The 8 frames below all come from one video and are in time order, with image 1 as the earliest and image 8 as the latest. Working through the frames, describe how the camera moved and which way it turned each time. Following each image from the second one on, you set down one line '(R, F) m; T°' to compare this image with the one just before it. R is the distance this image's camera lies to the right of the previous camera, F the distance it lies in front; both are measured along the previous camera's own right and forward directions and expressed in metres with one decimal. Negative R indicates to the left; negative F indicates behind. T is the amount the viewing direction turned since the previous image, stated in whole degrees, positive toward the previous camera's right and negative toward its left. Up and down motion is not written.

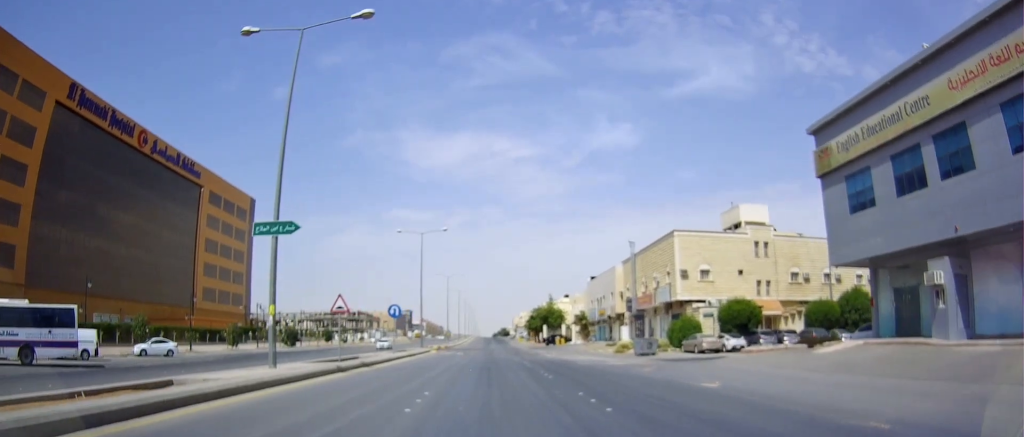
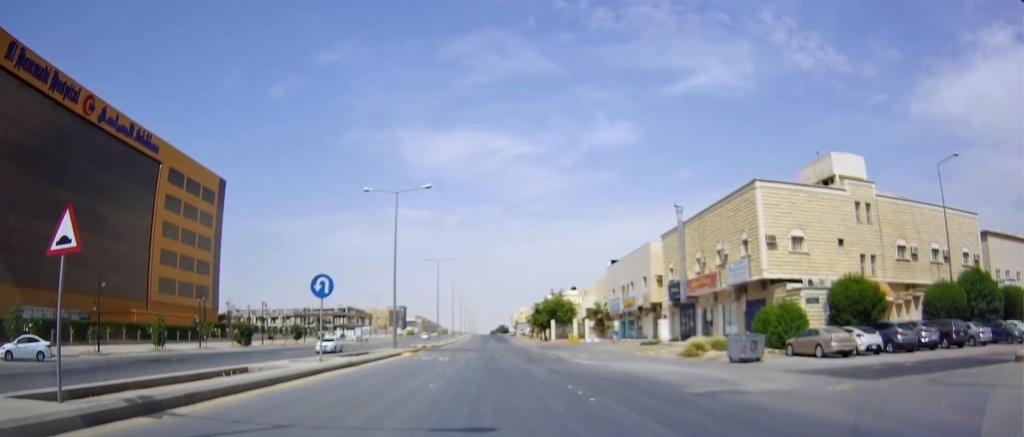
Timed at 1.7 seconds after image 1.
(+0.3, +16.9) m; +2°
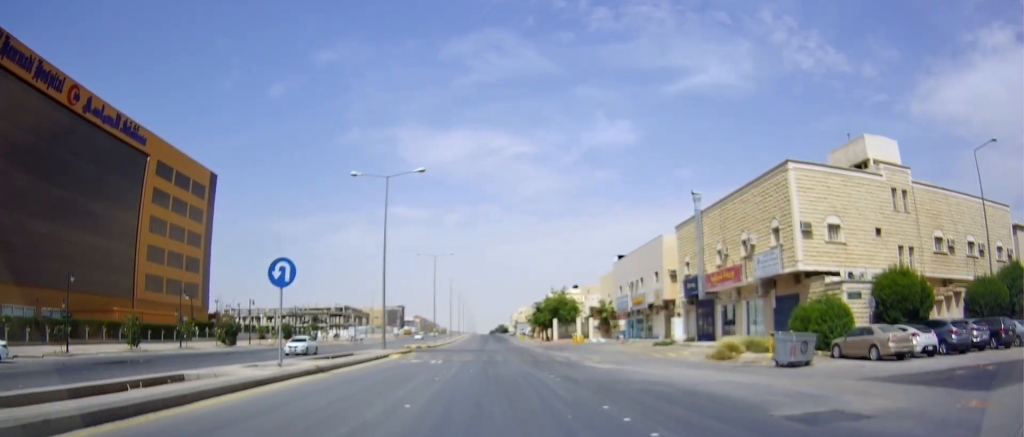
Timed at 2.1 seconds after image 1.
(0.0, +4.5) m; 0°
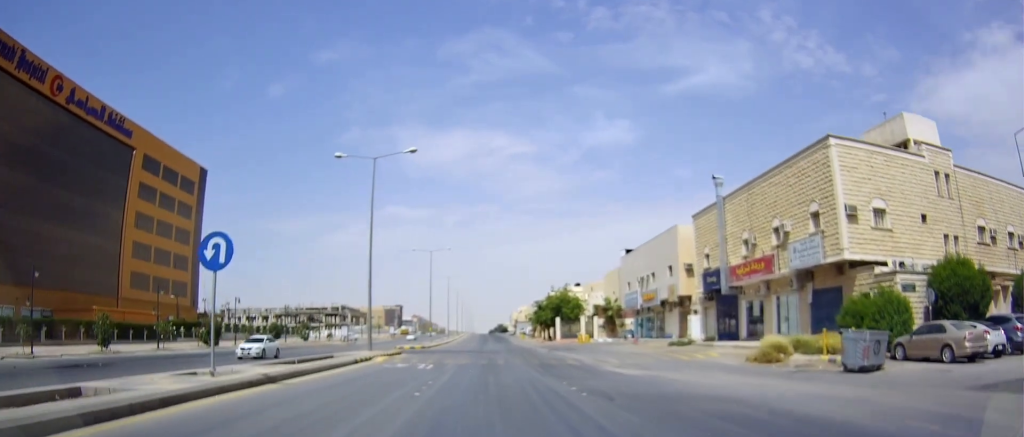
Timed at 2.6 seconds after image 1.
(-0.1, +4.8) m; 0°
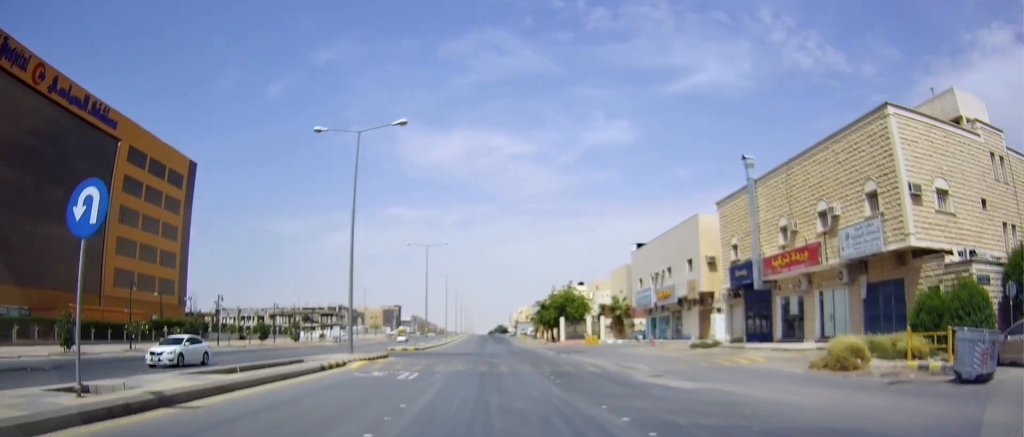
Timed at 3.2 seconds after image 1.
(0.0, +5.5) m; +1°
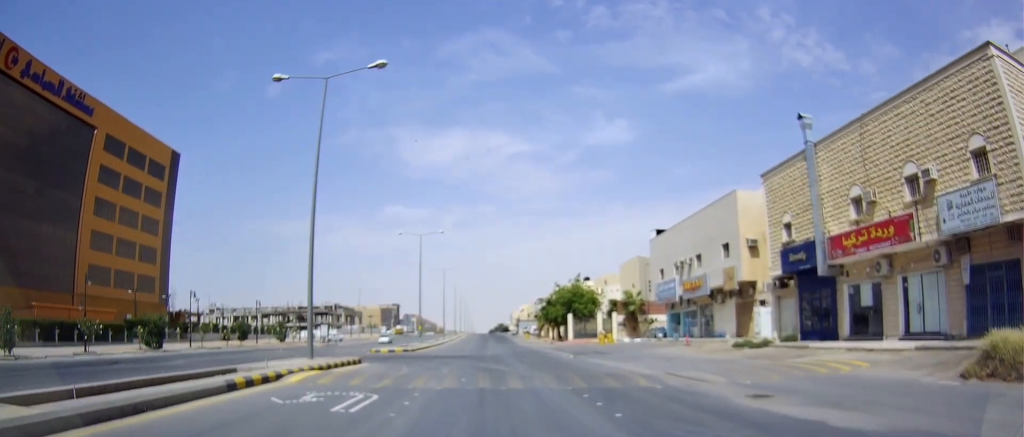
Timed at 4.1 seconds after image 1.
(+0.2, +8.4) m; +1°
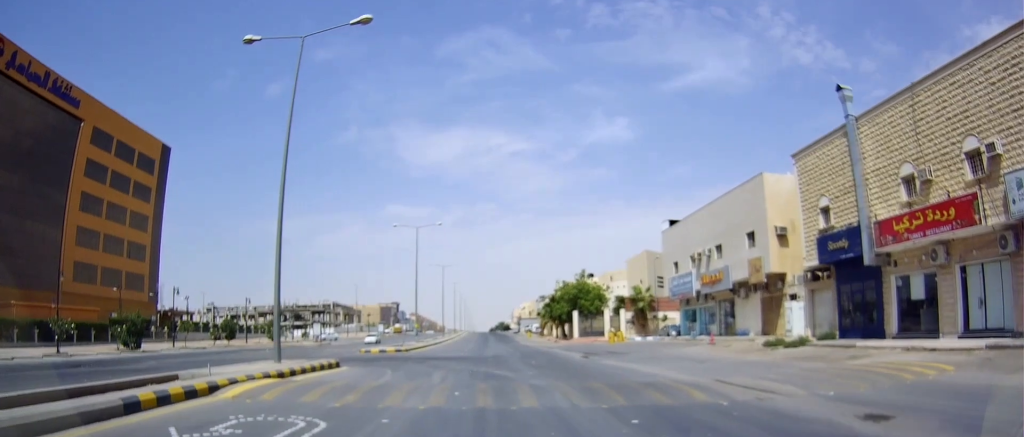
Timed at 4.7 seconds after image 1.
(0.0, +5.0) m; -1°
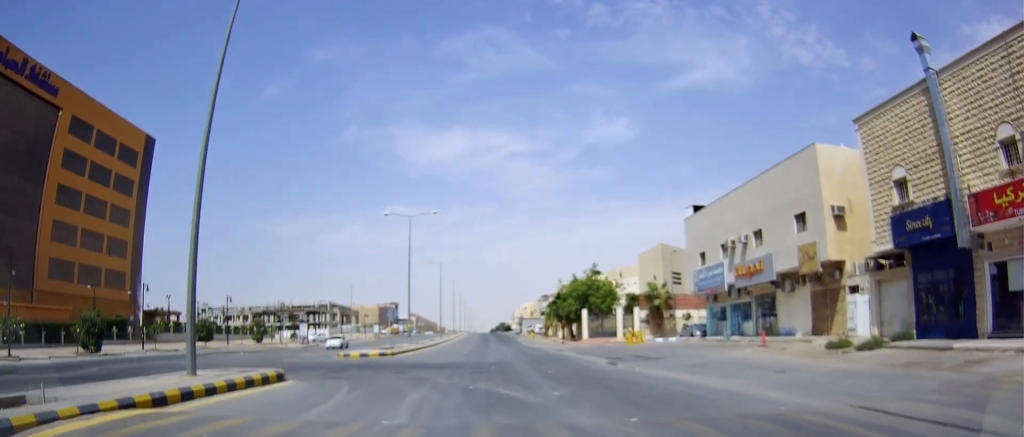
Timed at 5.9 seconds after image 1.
(-0.2, +10.2) m; -2°
